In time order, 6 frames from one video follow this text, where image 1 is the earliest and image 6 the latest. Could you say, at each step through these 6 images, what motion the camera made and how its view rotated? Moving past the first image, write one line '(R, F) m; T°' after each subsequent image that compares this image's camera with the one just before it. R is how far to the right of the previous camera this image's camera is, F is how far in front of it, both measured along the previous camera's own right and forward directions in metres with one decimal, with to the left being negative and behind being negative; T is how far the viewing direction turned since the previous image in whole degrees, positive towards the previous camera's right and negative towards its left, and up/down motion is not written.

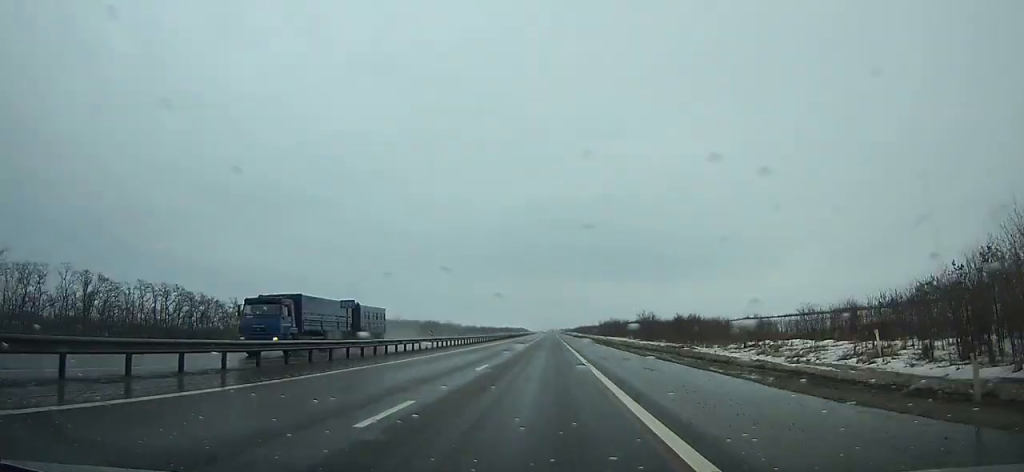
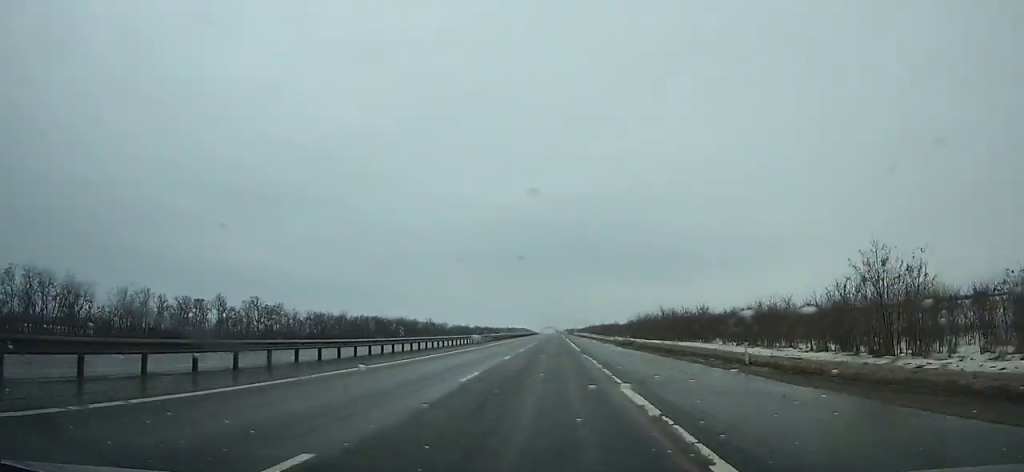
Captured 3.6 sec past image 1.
(-0.1, +89.5) m; 0°
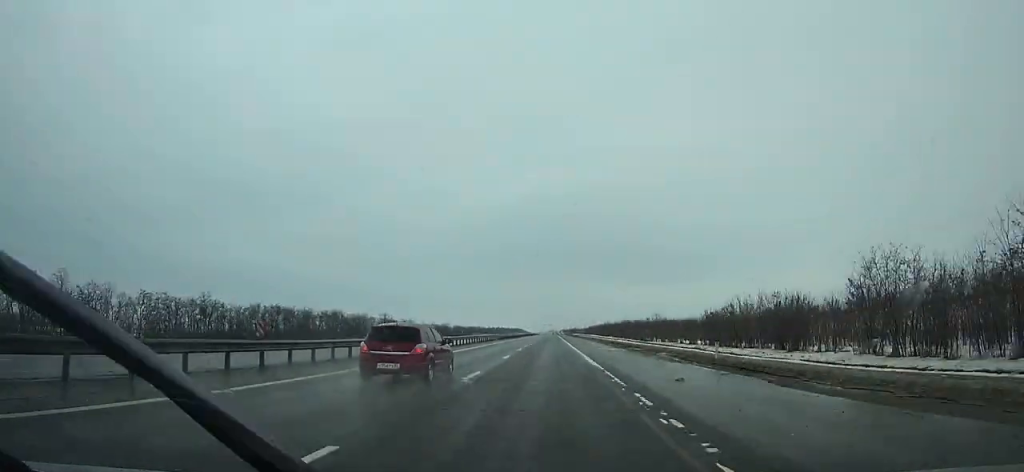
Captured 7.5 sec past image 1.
(+0.1, +96.4) m; 0°
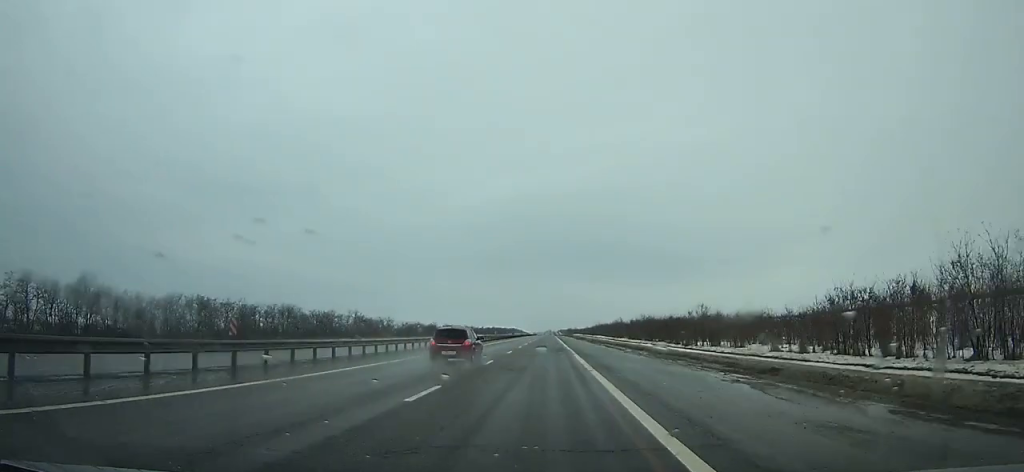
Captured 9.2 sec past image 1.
(-0.1, +41.8) m; 0°
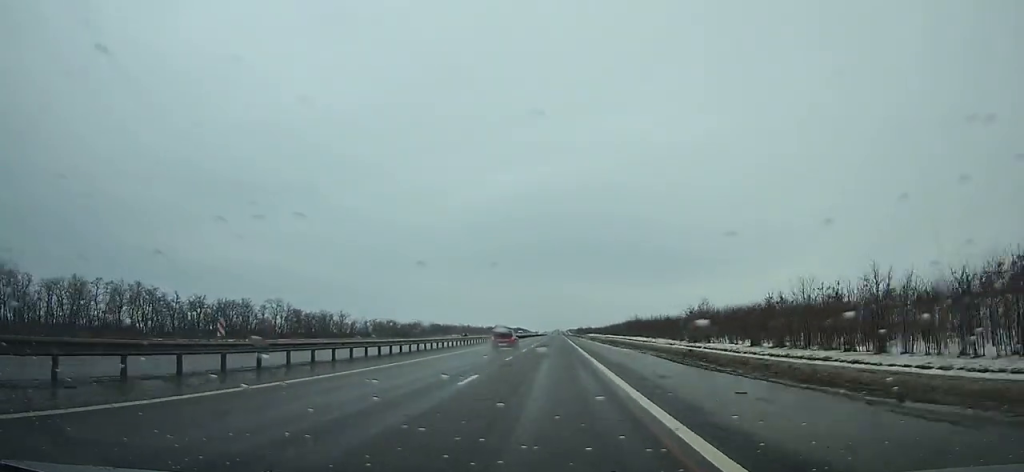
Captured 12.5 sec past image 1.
(-0.1, +80.8) m; 0°
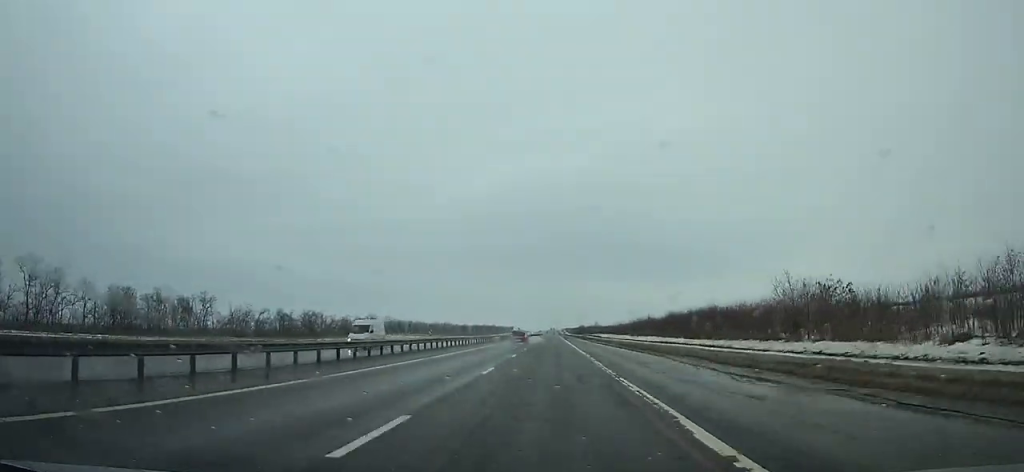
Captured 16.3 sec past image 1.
(+0.1, +92.3) m; 0°
